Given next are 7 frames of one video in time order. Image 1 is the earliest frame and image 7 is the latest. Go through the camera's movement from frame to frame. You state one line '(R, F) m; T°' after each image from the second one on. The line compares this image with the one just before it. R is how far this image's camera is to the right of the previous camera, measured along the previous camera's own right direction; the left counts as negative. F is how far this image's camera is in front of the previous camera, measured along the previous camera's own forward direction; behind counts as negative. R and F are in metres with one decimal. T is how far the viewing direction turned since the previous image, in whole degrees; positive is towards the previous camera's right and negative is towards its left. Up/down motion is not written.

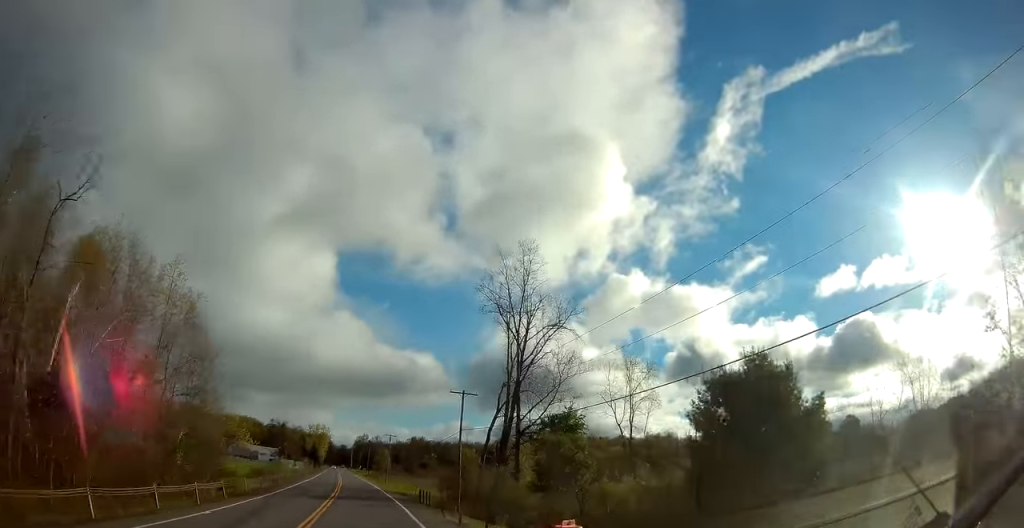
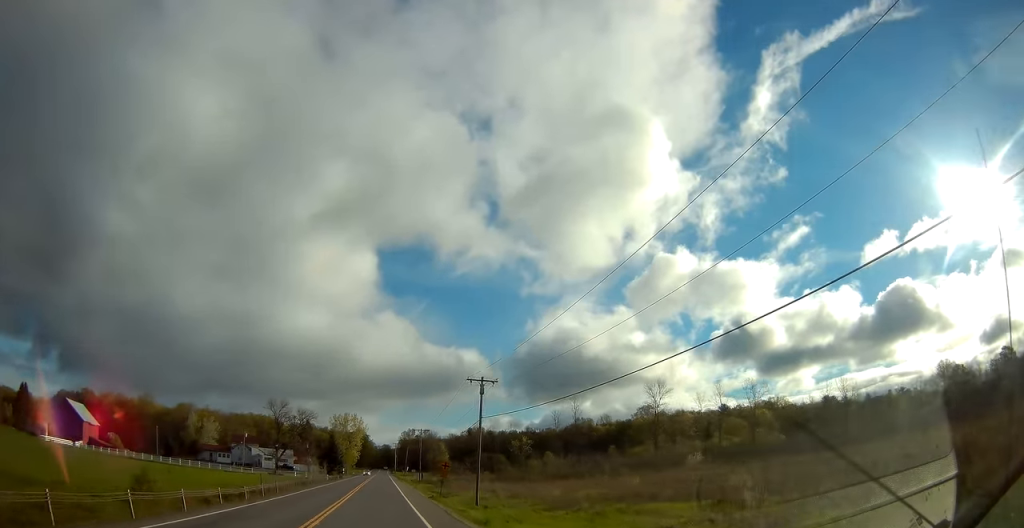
(-3.9, +70.3) m; -5°
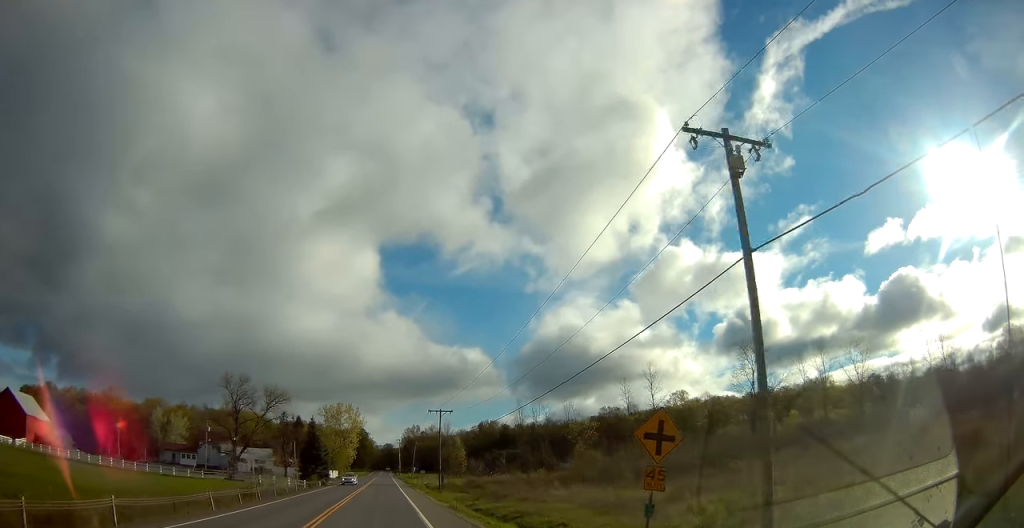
(-0.2, +35.2) m; -1°
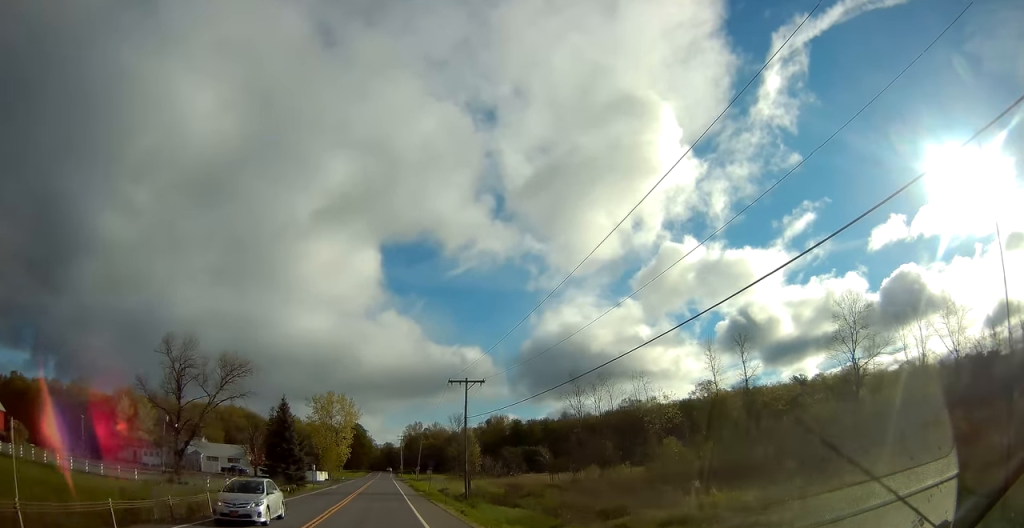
(-0.2, +24.4) m; 0°
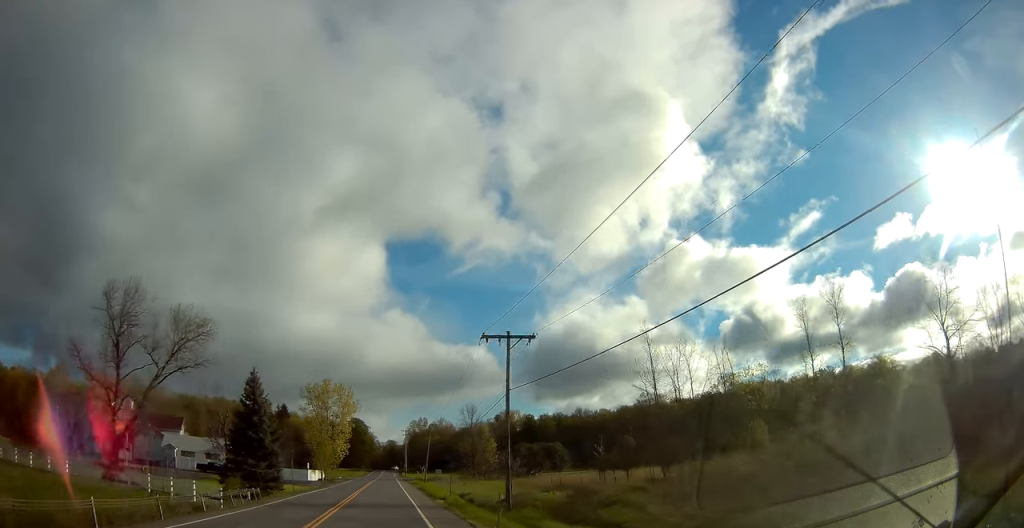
(+0.1, +15.9) m; 0°
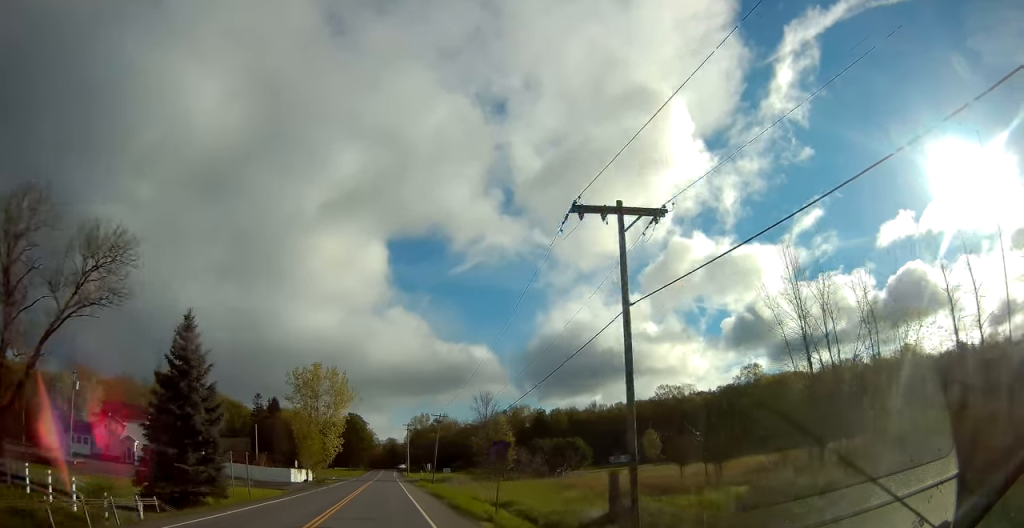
(0.0, +16.8) m; 0°
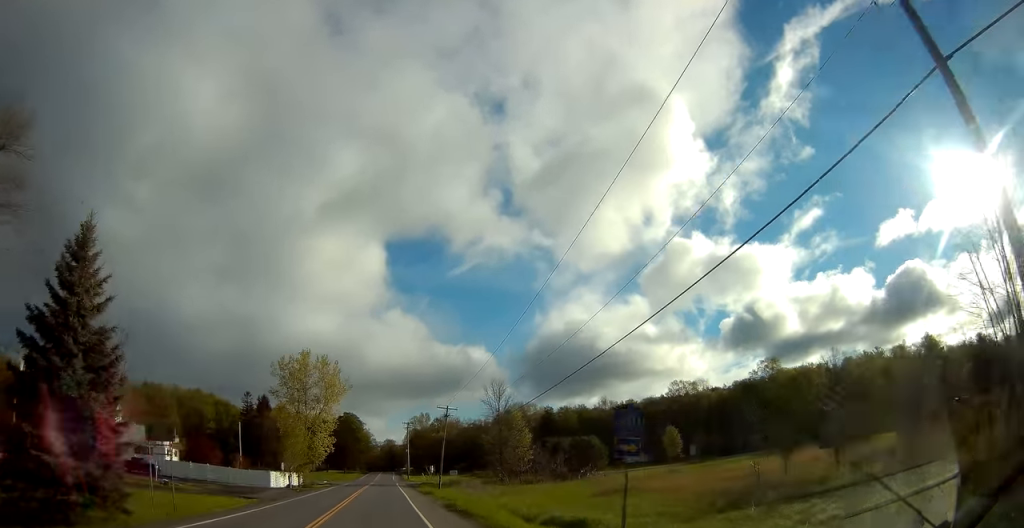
(-0.2, +12.6) m; 0°
